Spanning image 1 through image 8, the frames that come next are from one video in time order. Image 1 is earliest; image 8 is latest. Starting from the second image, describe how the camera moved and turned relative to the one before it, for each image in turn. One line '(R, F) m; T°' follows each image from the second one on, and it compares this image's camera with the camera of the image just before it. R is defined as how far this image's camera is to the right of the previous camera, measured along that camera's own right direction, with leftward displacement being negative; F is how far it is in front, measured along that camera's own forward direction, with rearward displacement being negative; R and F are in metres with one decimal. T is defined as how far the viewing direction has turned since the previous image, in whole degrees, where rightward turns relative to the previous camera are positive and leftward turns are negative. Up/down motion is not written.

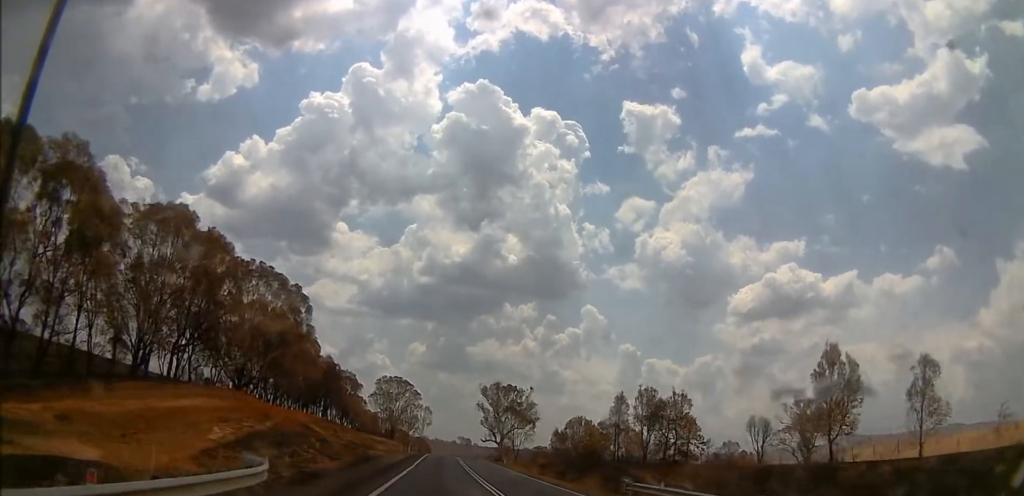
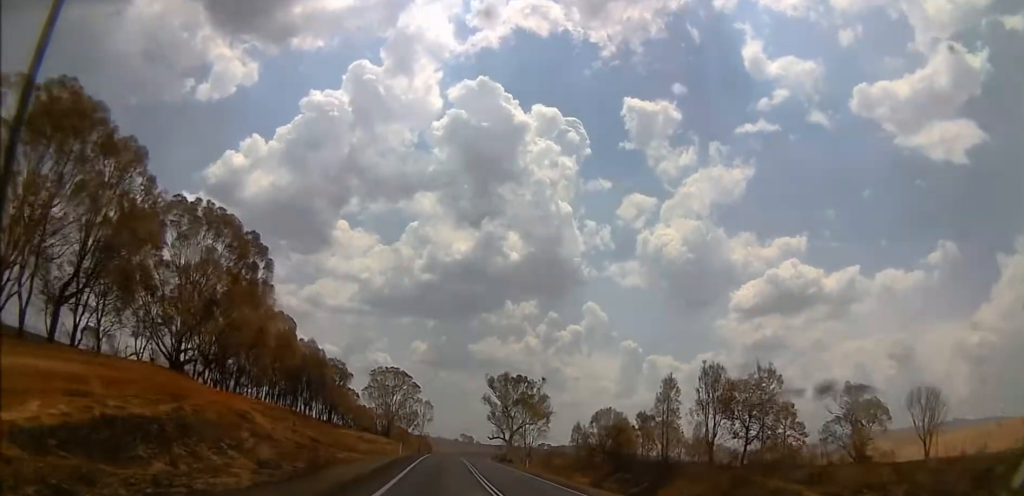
(-0.7, +17.6) m; 0°
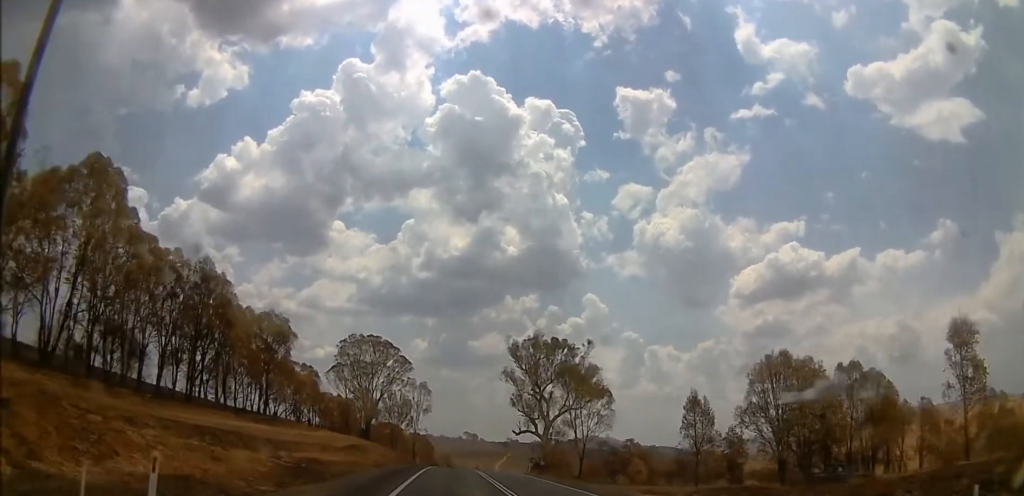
(+1.1, +48.7) m; -2°
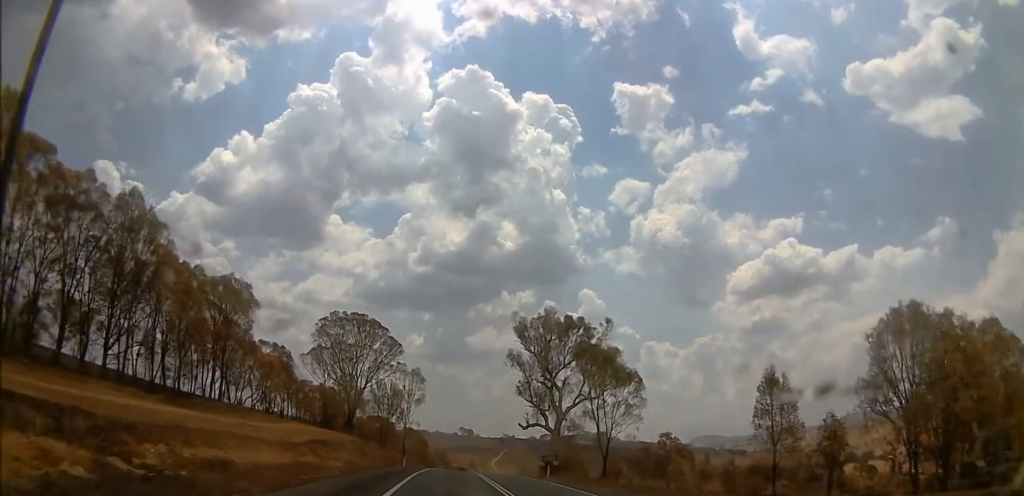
(-0.6, +15.0) m; 0°
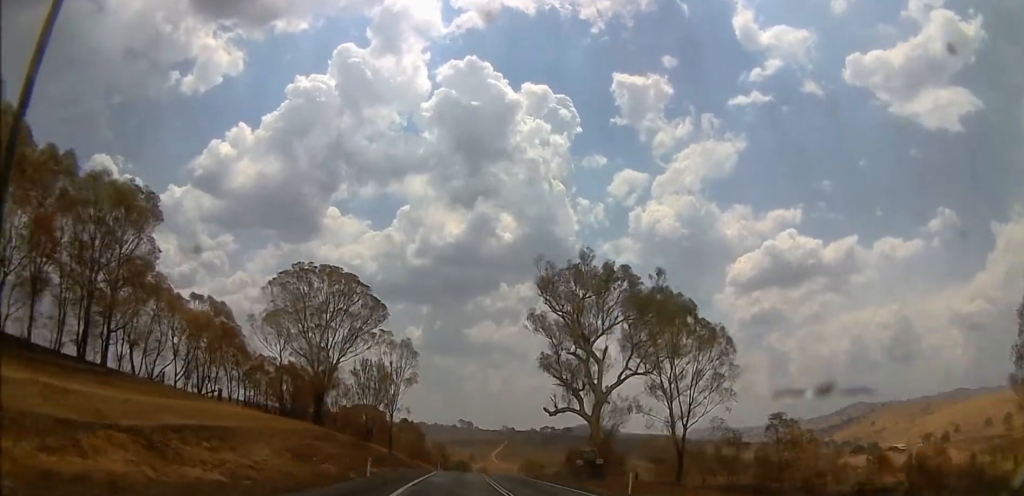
(+1.3, +23.7) m; +3°
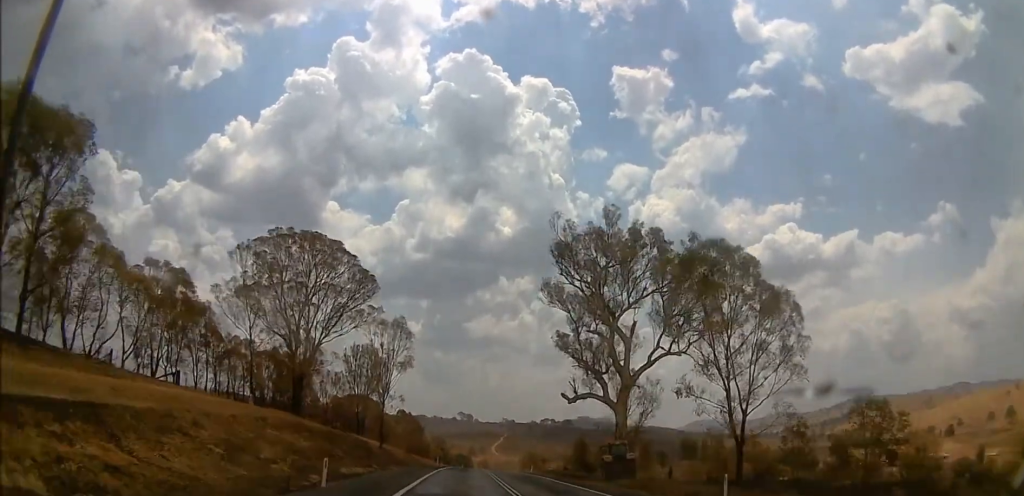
(0.0, +10.4) m; 0°
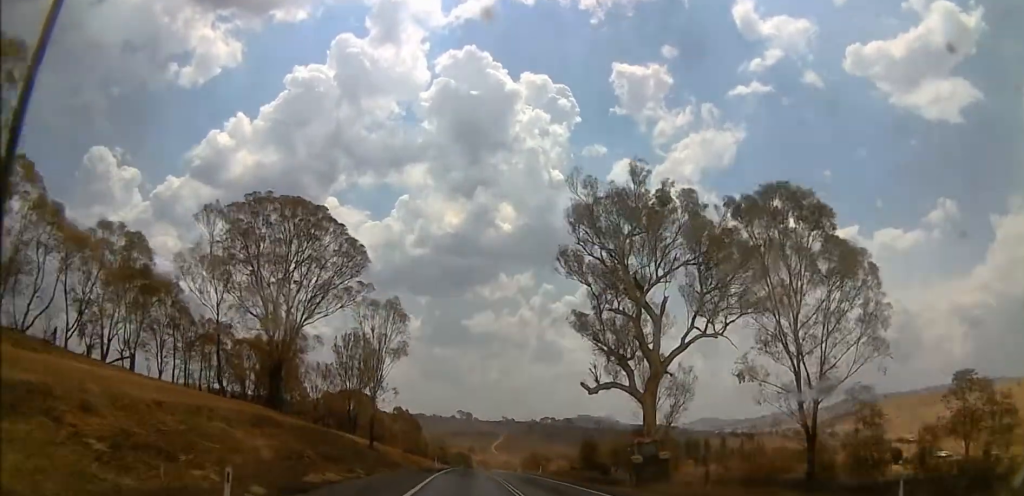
(0.0, +8.4) m; 0°
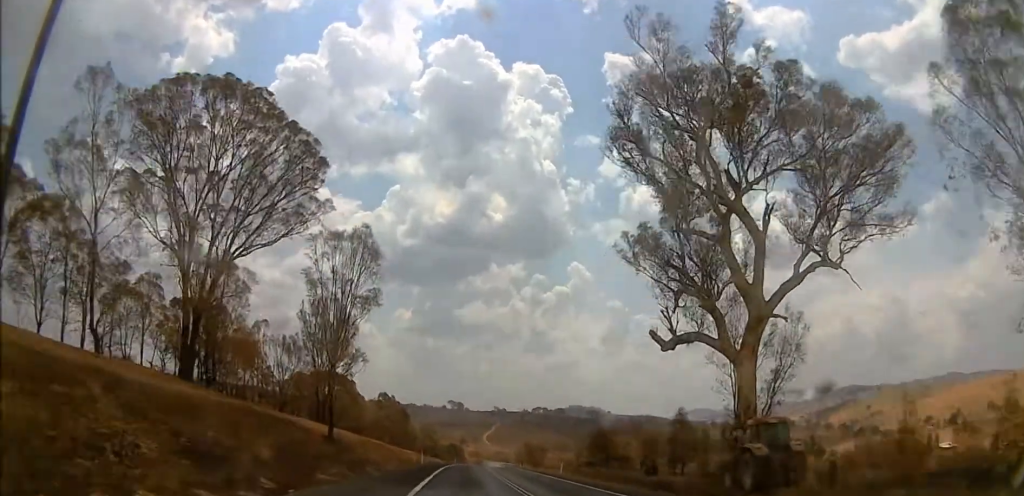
(0.0, +18.2) m; 0°
